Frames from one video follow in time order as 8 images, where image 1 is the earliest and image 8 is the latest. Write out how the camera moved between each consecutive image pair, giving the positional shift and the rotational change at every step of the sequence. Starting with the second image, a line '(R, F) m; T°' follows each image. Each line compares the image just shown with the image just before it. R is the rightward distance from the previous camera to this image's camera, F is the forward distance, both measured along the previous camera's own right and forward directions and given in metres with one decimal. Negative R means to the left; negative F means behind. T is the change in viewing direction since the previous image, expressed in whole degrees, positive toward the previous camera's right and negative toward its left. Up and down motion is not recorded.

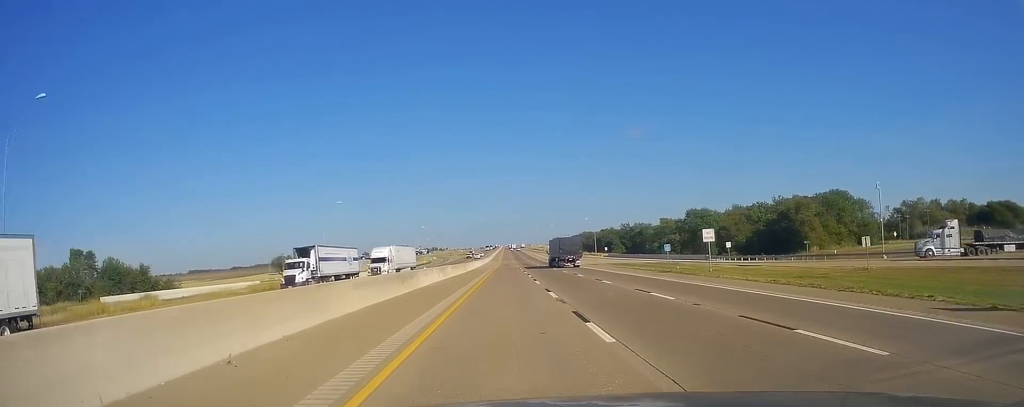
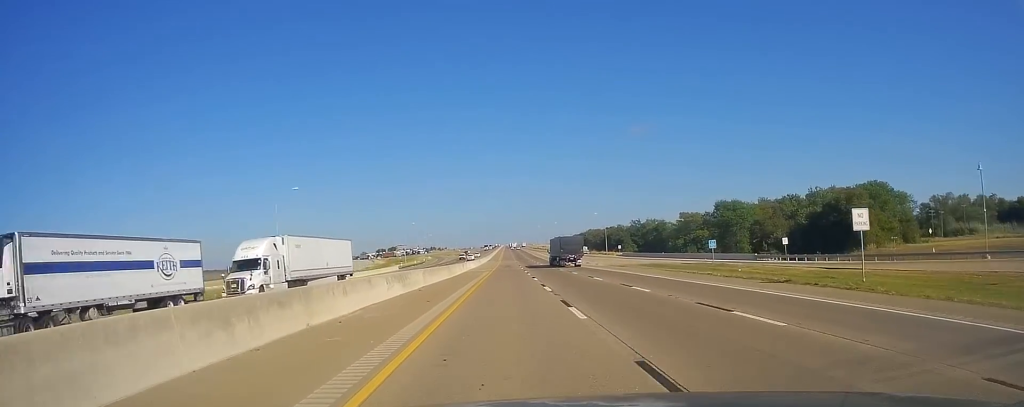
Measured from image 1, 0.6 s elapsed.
(0.0, +20.6) m; 0°
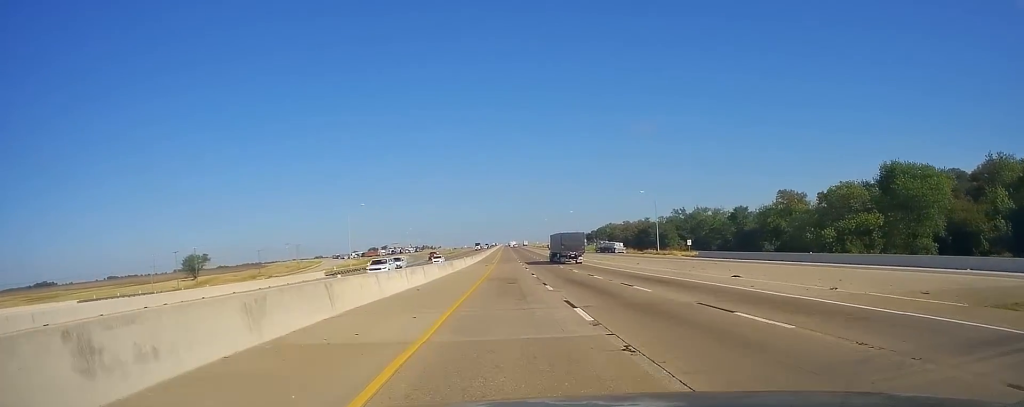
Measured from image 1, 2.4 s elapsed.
(+1.1, +61.1) m; +1°
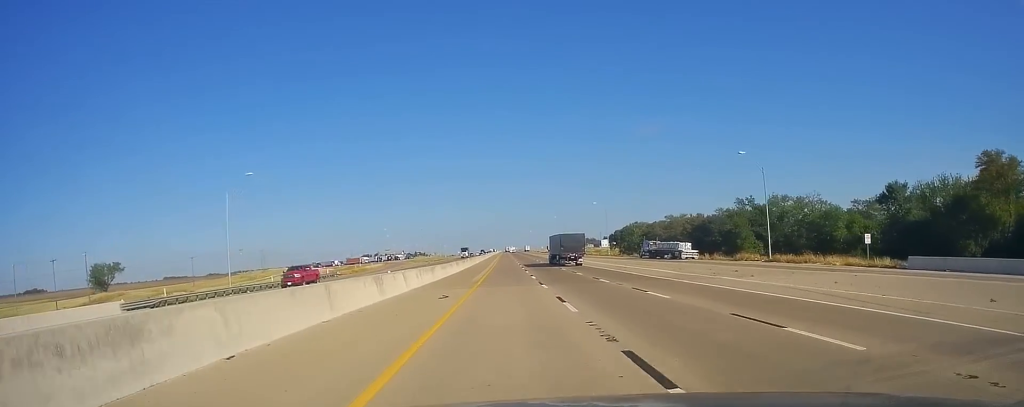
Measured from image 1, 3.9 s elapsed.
(-0.8, +51.4) m; -2°
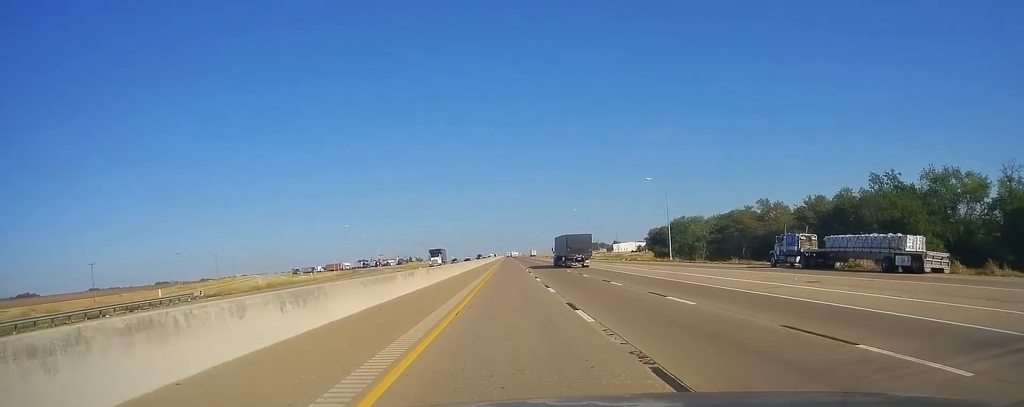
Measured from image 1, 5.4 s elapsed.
(0.0, +51.3) m; 0°
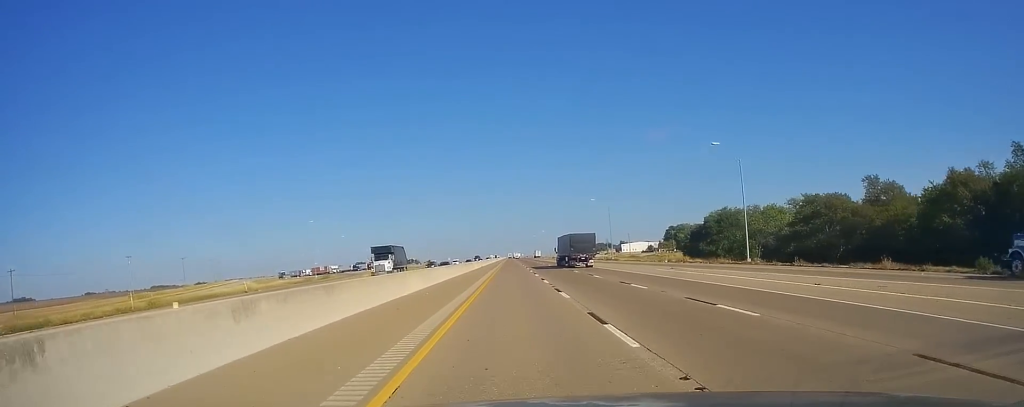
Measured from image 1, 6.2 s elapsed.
(+0.1, +28.9) m; 0°
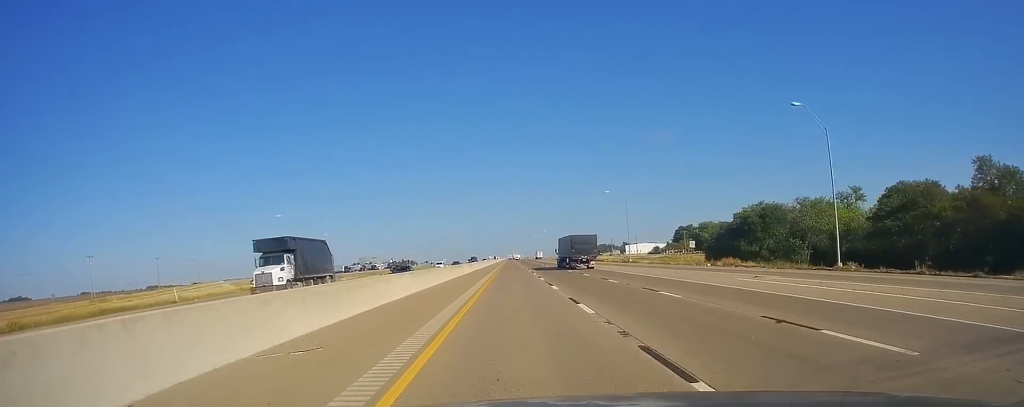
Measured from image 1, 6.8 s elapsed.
(-0.1, +18.1) m; 0°
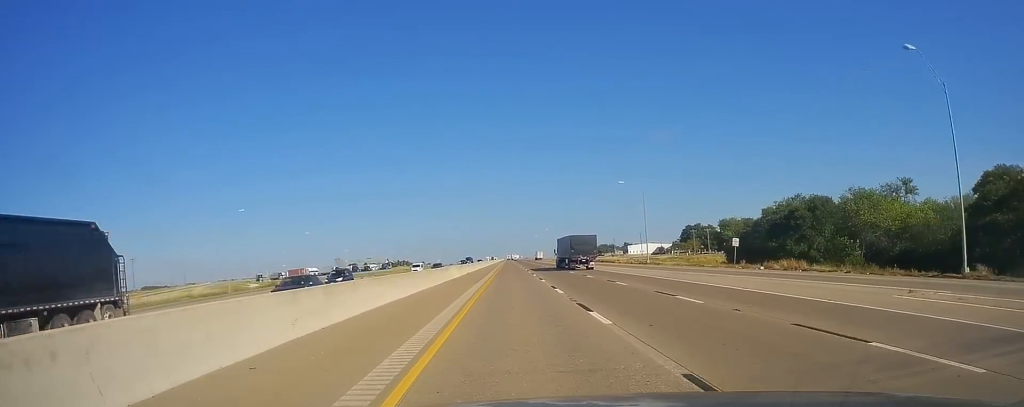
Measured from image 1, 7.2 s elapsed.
(+0.1, +14.7) m; 0°
